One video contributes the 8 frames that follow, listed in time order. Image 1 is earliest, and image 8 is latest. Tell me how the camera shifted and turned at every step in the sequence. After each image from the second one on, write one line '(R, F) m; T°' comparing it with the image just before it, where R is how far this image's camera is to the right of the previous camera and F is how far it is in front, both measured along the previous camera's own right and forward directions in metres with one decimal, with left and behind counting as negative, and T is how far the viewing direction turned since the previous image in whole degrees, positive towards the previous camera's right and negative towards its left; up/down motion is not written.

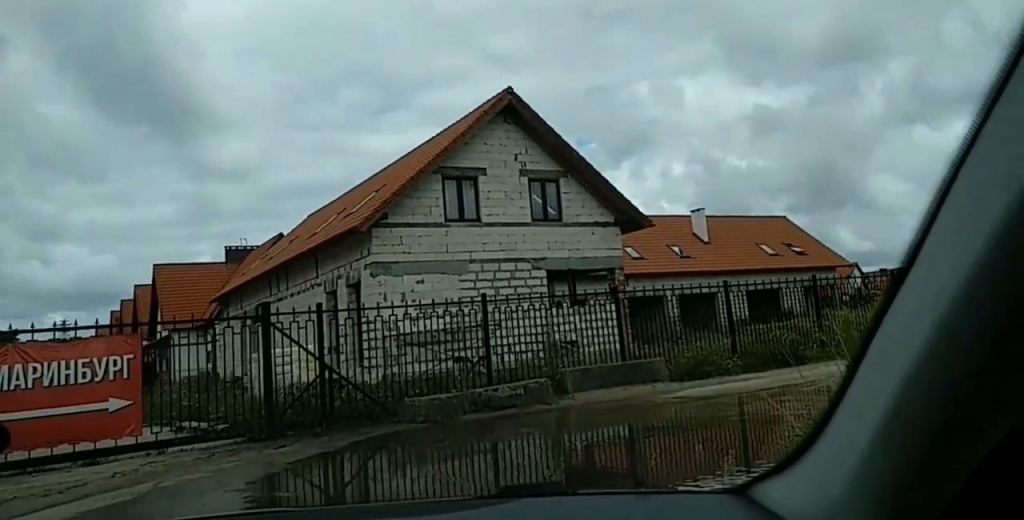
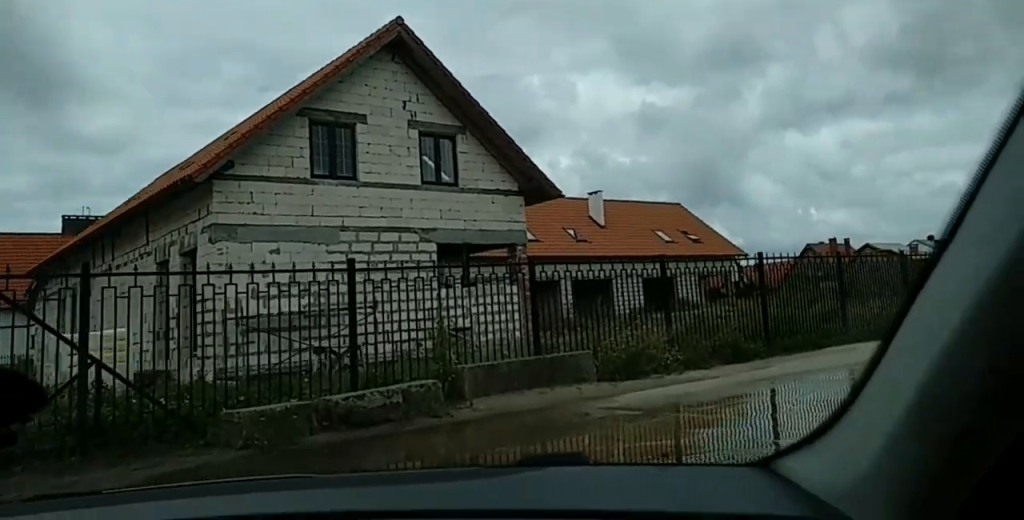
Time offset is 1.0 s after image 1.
(+0.4, +4.5) m; +10°
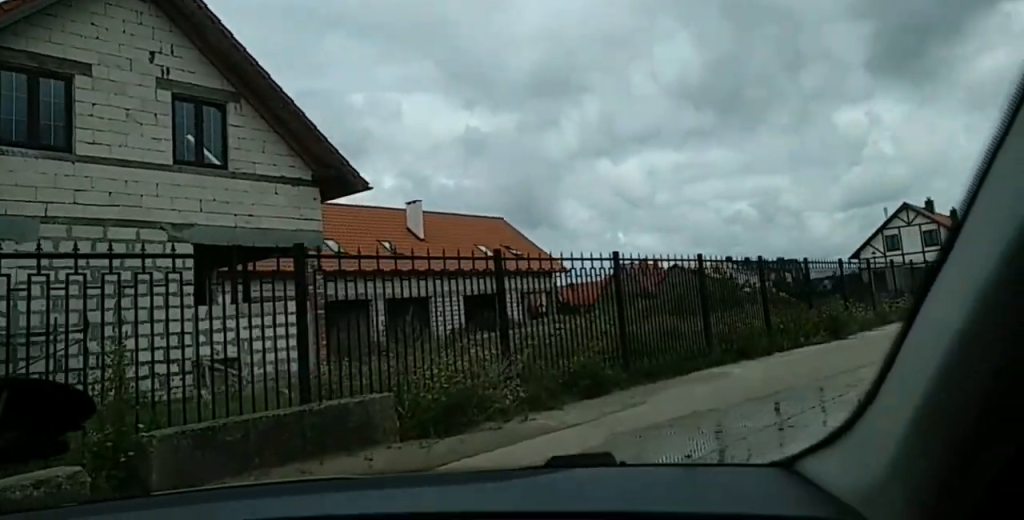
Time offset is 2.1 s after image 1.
(+0.4, +4.8) m; +23°
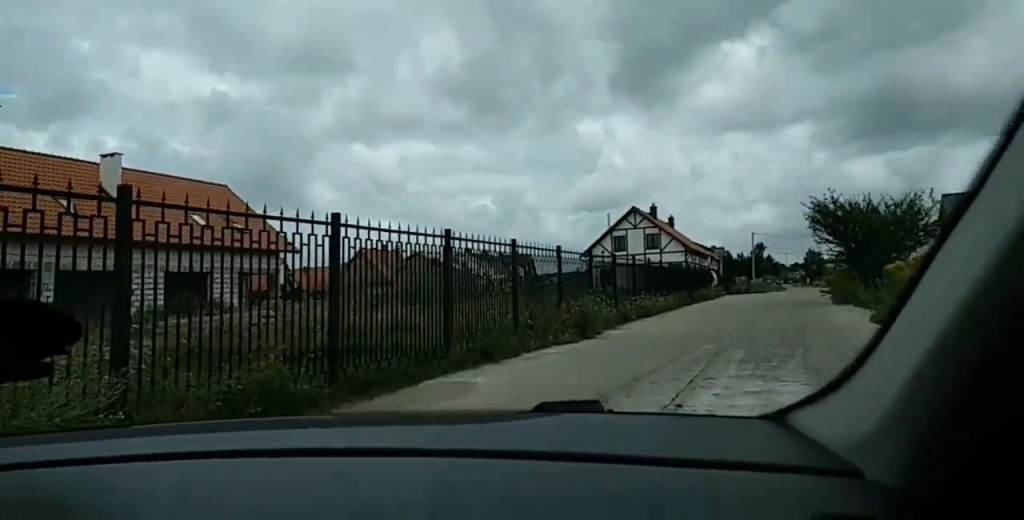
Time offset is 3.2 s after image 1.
(+1.2, +3.5) m; +21°
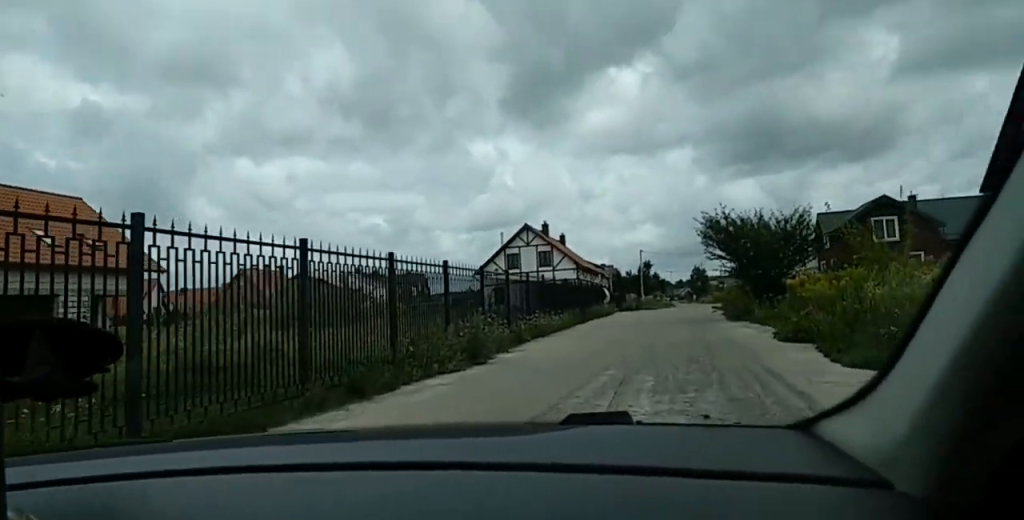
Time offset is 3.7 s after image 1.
(+0.1, +1.9) m; +4°
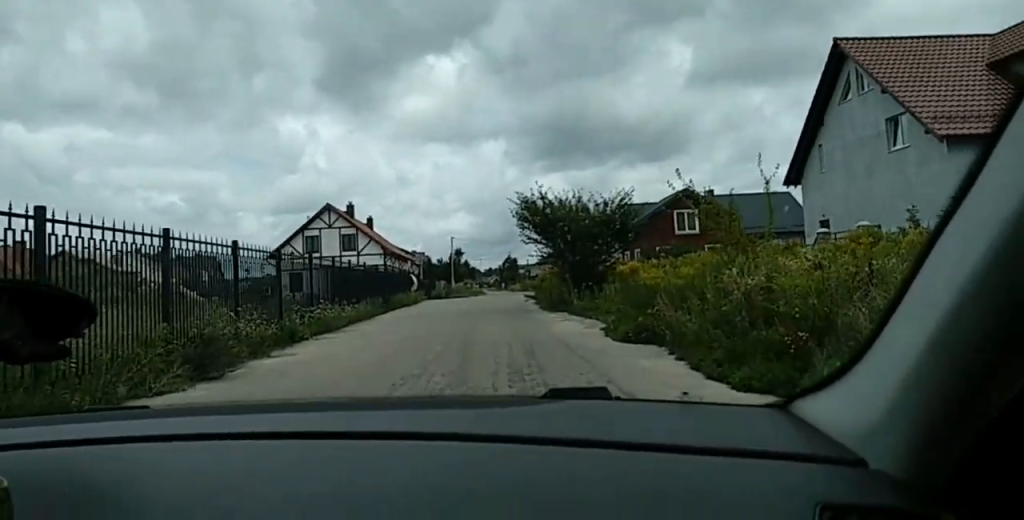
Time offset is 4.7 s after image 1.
(0.0, +3.8) m; +4°
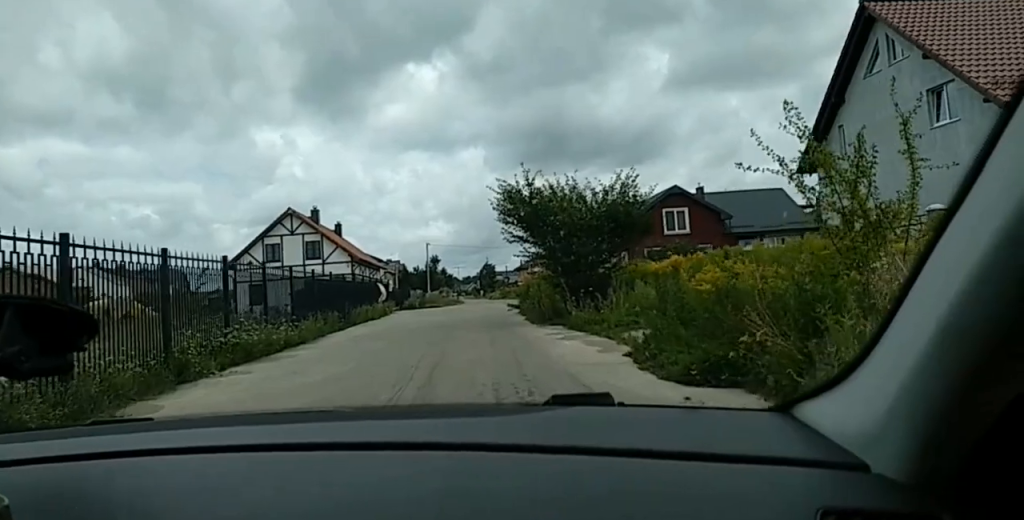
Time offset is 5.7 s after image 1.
(+0.3, +4.6) m; +4°
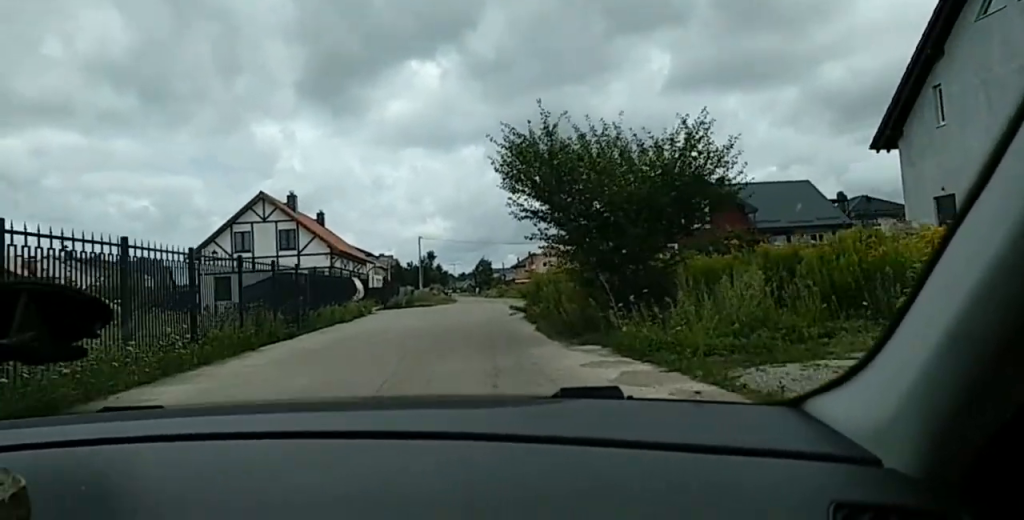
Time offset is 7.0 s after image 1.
(0.0, +6.9) m; 0°
